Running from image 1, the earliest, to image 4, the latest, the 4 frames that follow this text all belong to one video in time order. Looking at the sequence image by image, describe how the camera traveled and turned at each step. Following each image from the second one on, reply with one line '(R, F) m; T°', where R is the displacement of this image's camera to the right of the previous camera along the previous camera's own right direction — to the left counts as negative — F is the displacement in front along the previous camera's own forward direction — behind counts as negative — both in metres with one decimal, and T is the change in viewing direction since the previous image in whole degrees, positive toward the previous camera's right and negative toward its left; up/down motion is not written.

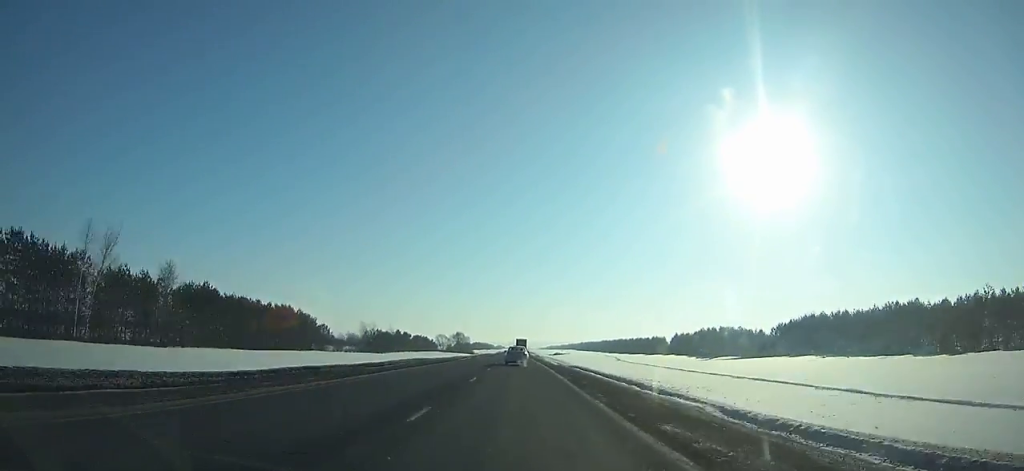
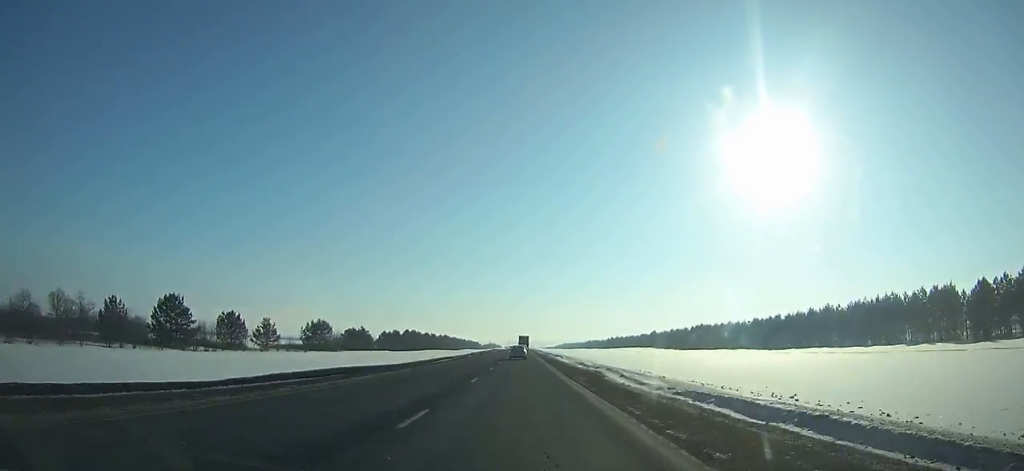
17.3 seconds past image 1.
(-0.3, +383.0) m; 0°
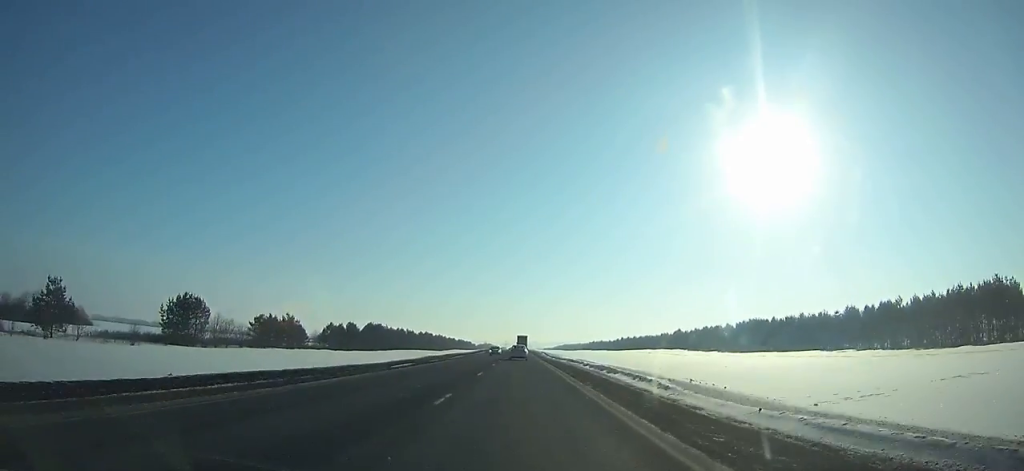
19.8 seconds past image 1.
(+0.2, +56.1) m; 0°
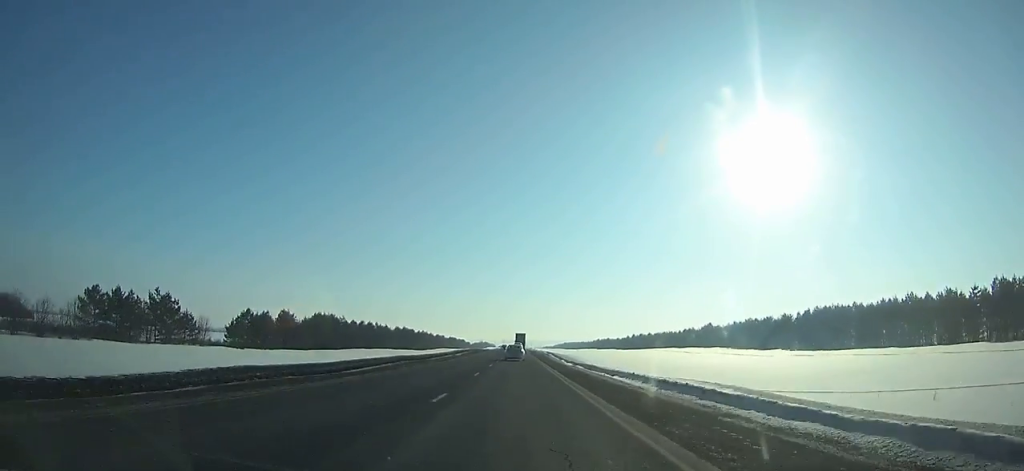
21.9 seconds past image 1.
(+0.1, +46.6) m; 0°
